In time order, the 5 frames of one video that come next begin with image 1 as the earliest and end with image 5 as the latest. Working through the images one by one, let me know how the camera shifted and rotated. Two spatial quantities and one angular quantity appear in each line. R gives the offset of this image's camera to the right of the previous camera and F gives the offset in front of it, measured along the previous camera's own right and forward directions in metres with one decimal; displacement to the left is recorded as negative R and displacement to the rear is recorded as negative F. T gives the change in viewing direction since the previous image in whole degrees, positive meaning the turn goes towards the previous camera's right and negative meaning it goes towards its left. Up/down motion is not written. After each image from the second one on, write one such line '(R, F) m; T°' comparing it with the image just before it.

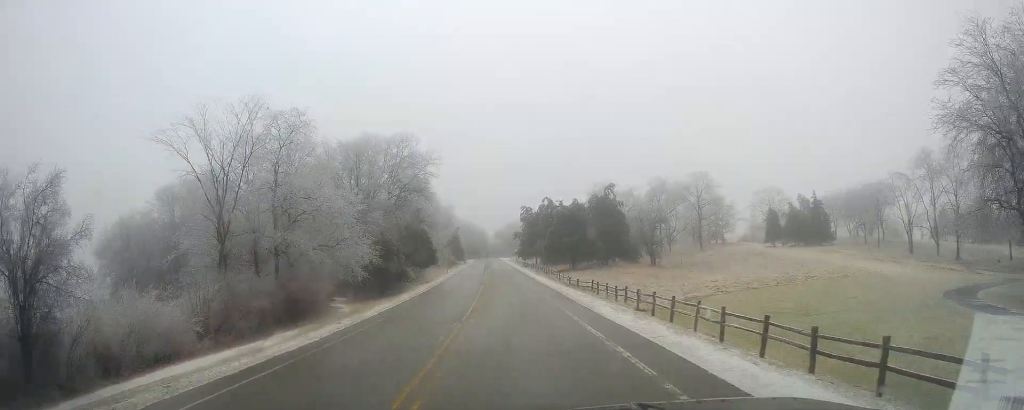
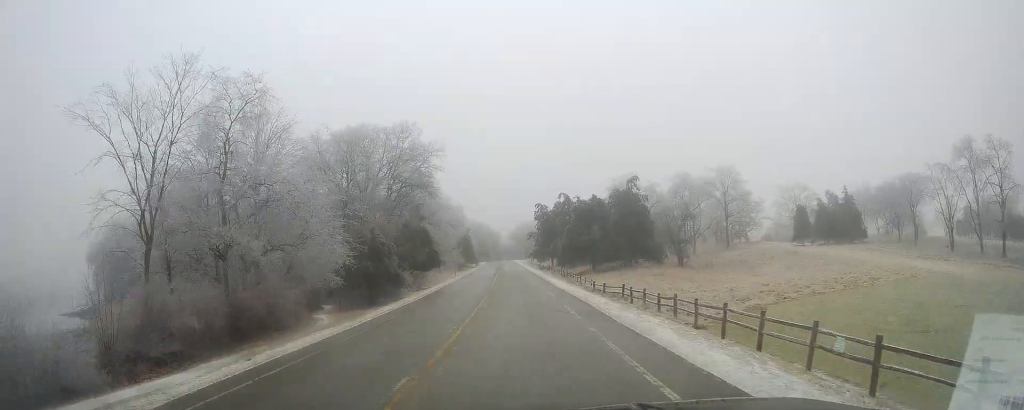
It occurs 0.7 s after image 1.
(-0.2, +8.9) m; -1°
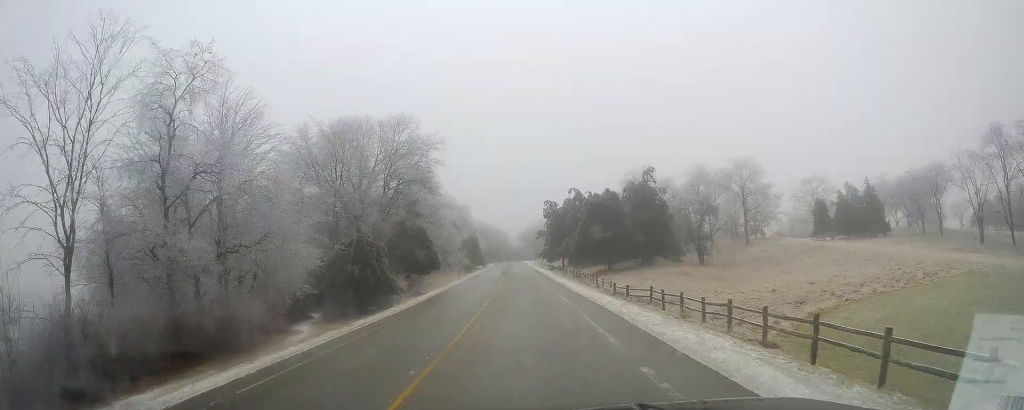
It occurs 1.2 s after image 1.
(0.0, +6.4) m; 0°
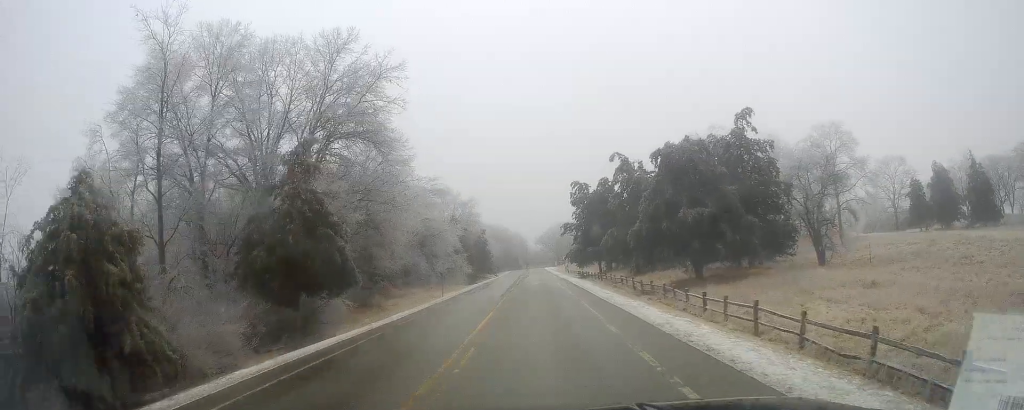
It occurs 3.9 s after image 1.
(-1.4, +32.6) m; -3°
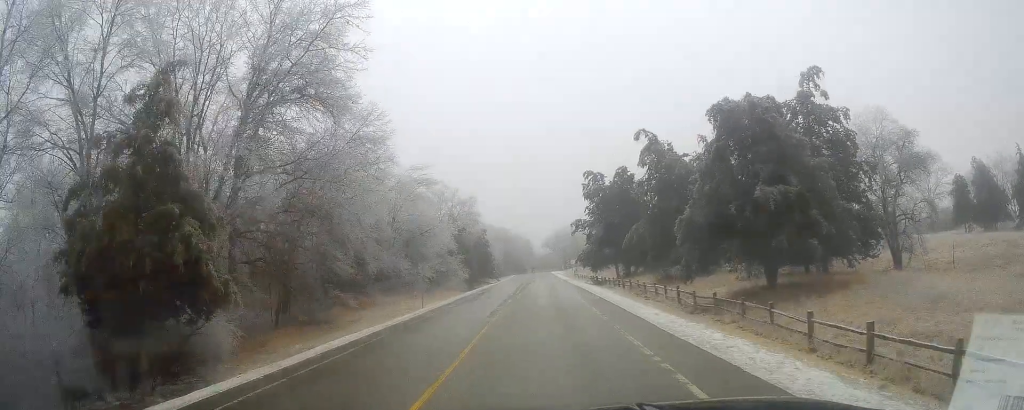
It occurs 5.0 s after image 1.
(+0.3, +12.0) m; -1°
